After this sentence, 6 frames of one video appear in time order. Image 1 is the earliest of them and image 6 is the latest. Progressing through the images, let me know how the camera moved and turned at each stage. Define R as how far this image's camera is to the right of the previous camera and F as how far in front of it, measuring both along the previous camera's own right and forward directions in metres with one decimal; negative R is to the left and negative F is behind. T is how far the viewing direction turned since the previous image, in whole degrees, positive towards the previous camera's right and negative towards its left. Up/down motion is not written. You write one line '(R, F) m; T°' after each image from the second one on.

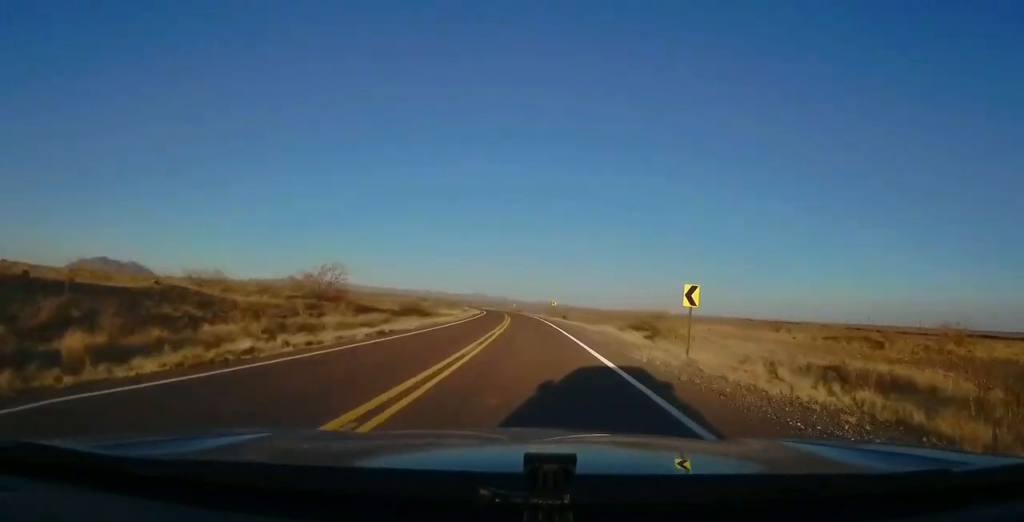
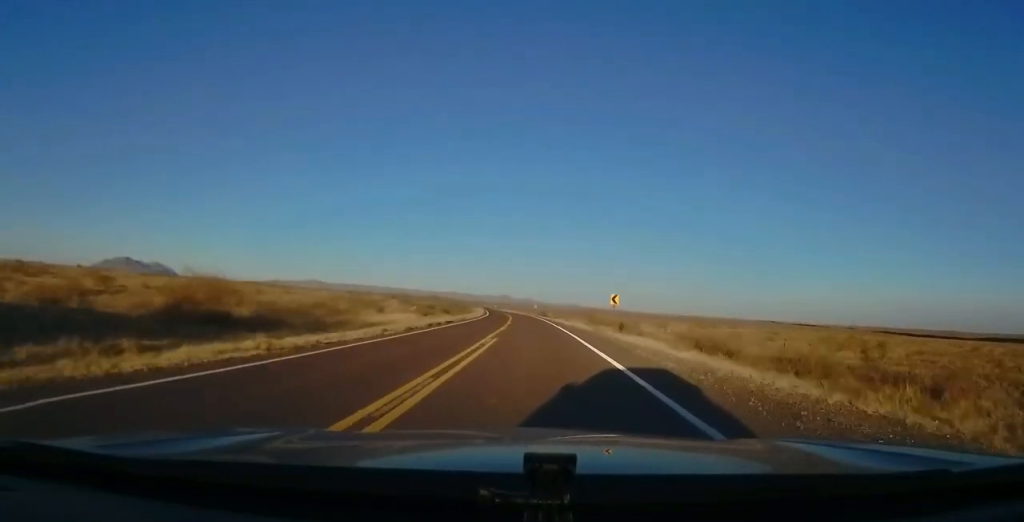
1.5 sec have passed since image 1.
(-0.9, +44.2) m; -2°
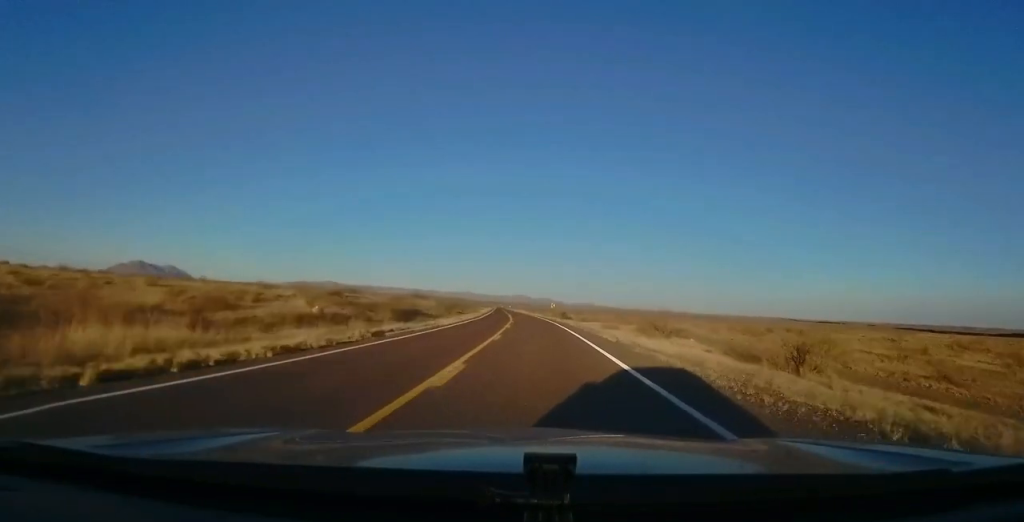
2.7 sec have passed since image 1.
(-0.8, +33.6) m; -2°
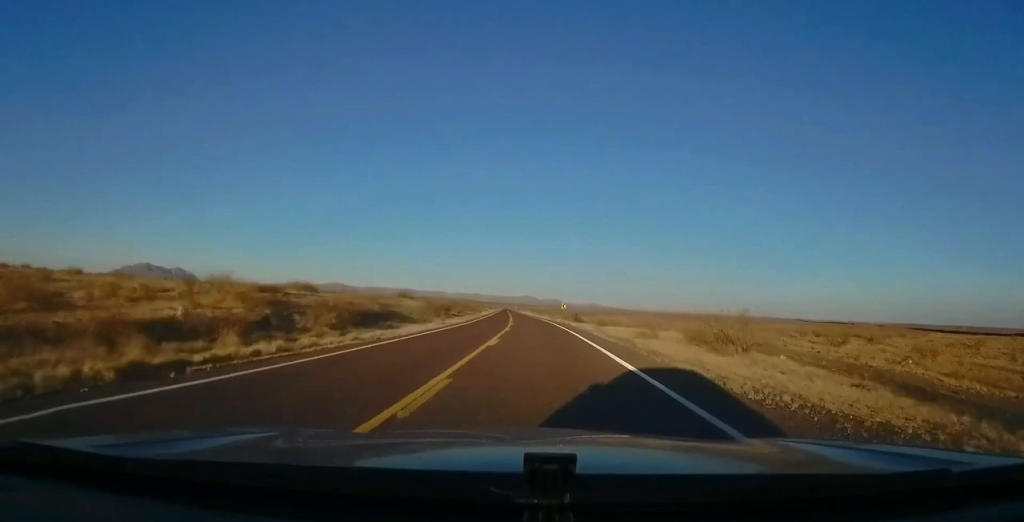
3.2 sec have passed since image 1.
(-0.4, +14.4) m; 0°
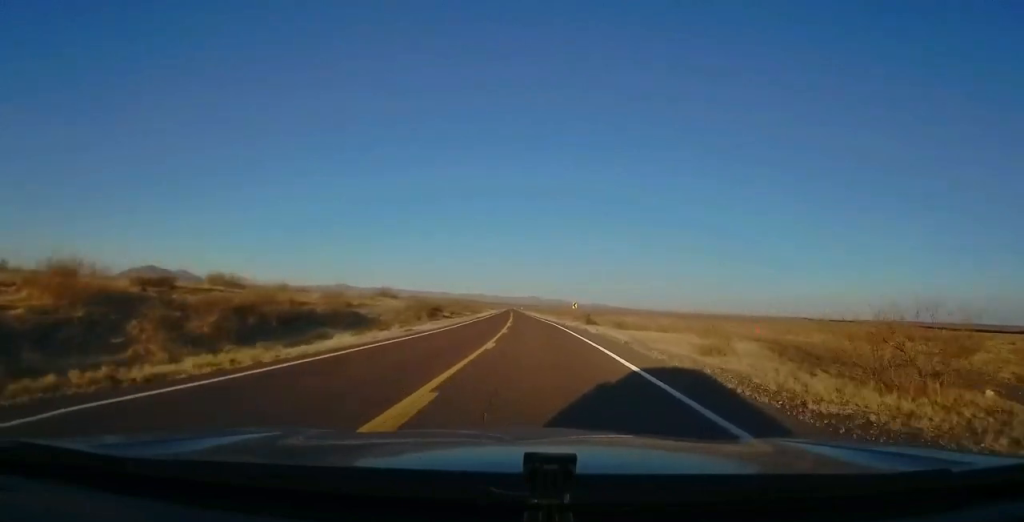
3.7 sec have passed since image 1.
(+0.3, +13.4) m; 0°
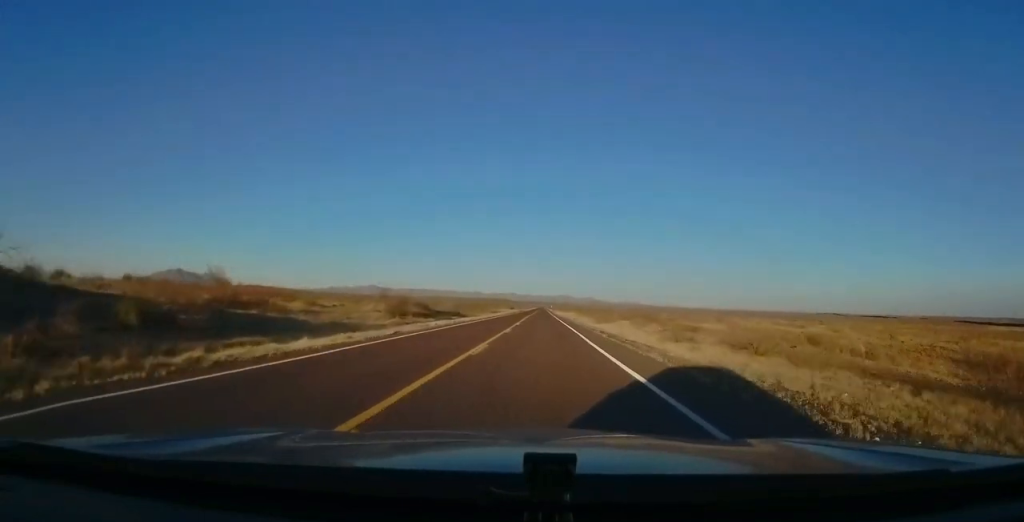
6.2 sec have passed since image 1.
(-2.4, +73.8) m; -4°
